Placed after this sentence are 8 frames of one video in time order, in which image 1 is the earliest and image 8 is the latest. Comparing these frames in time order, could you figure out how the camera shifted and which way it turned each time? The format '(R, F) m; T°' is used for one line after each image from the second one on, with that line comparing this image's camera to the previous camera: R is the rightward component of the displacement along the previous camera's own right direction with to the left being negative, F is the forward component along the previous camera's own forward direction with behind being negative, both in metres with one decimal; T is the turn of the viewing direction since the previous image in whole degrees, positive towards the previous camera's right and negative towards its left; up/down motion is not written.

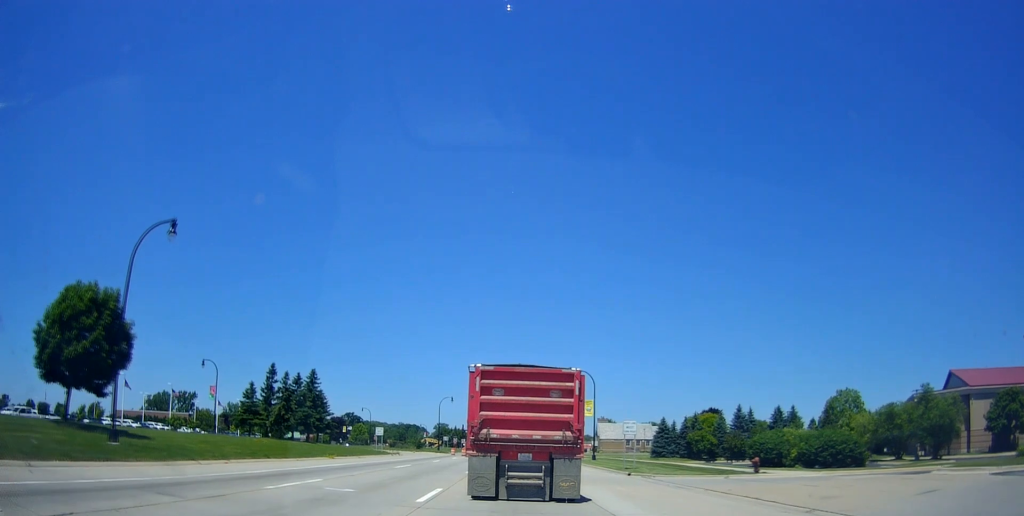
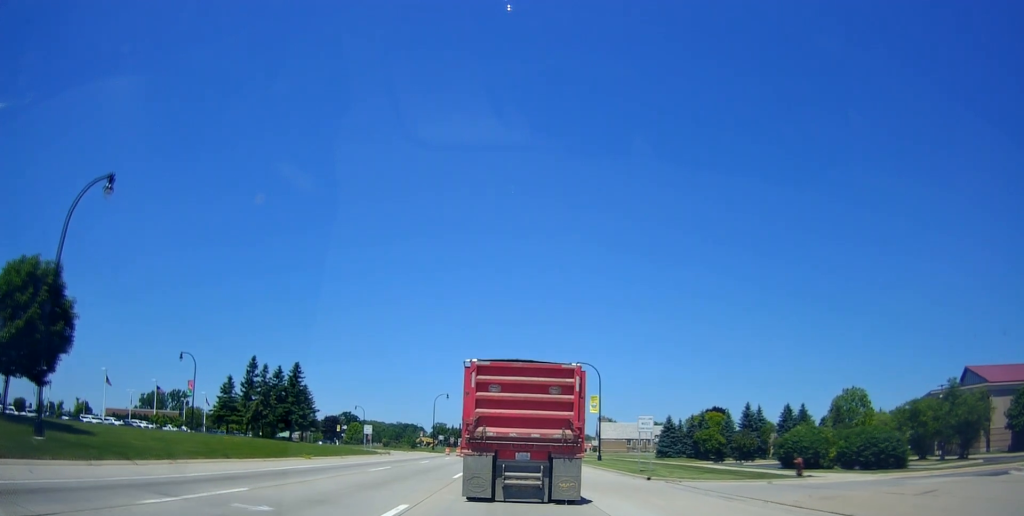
(+0.1, +5.4) m; +1°
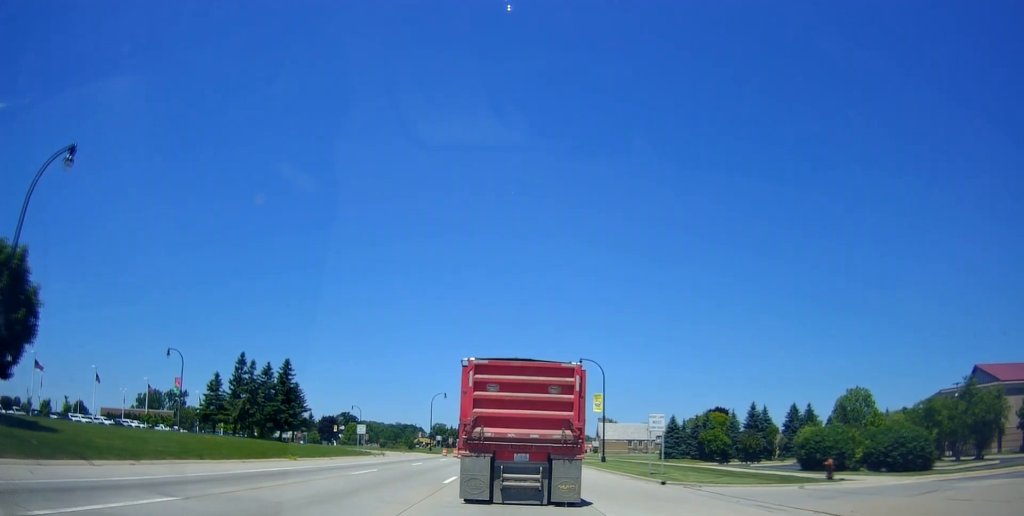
(0.0, +3.0) m; 0°
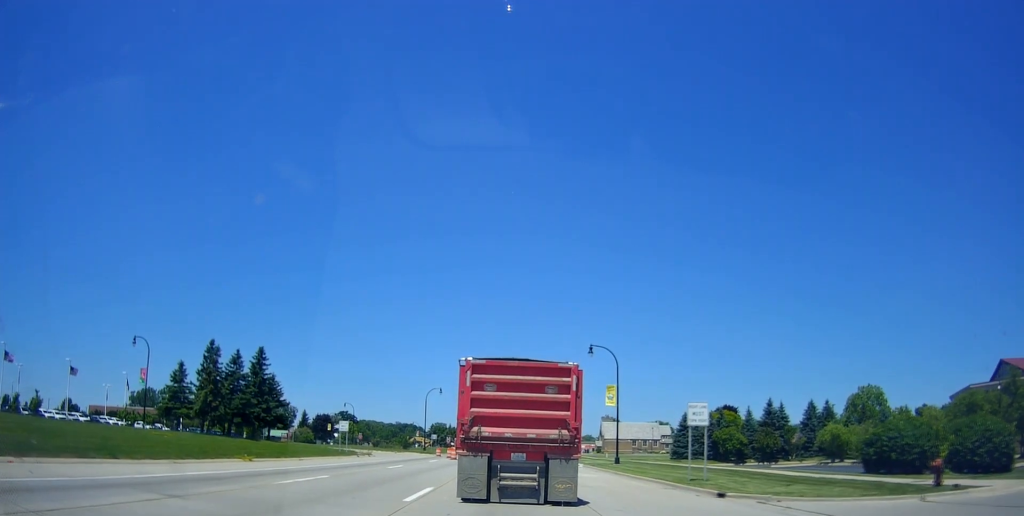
(0.0, +7.8) m; 0°
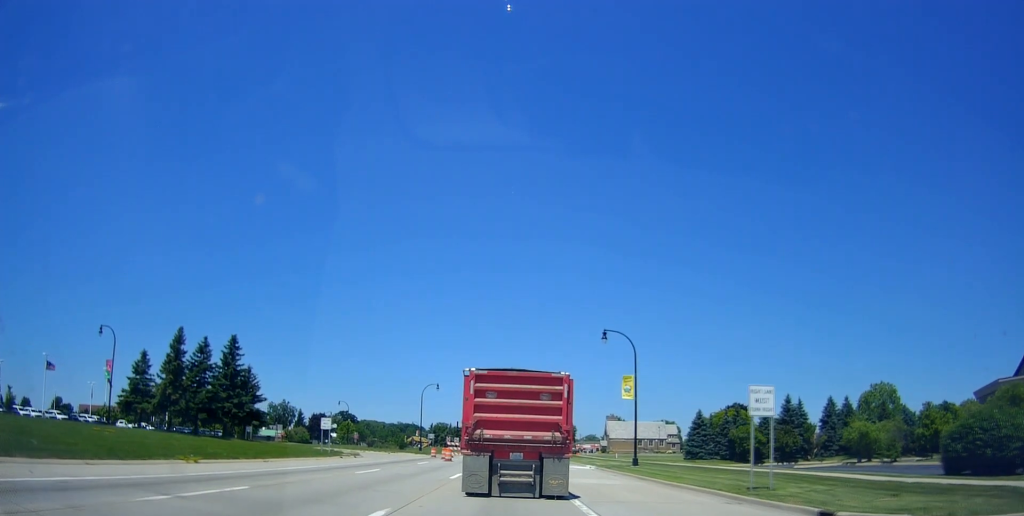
(0.0, +6.8) m; 0°
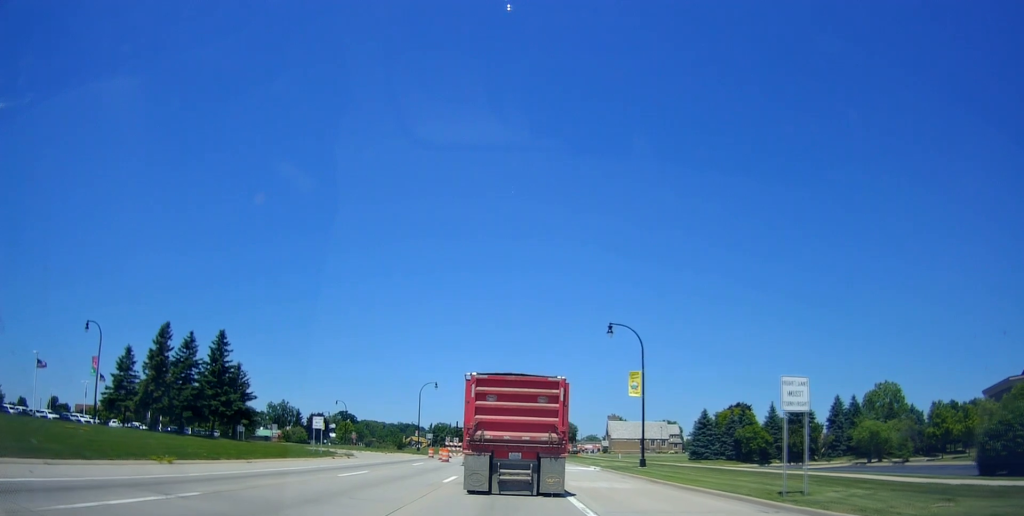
(0.0, +2.3) m; -2°
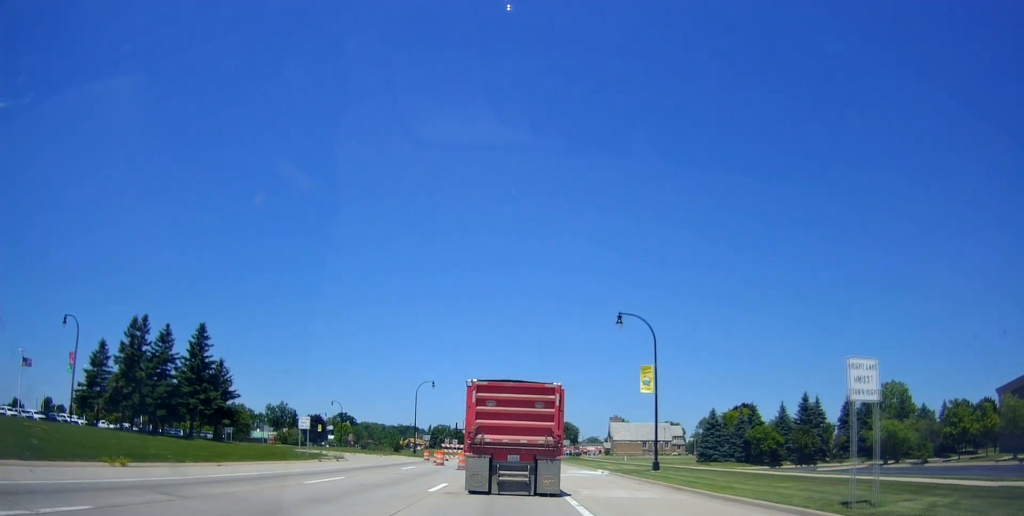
(0.0, +3.3) m; -4°
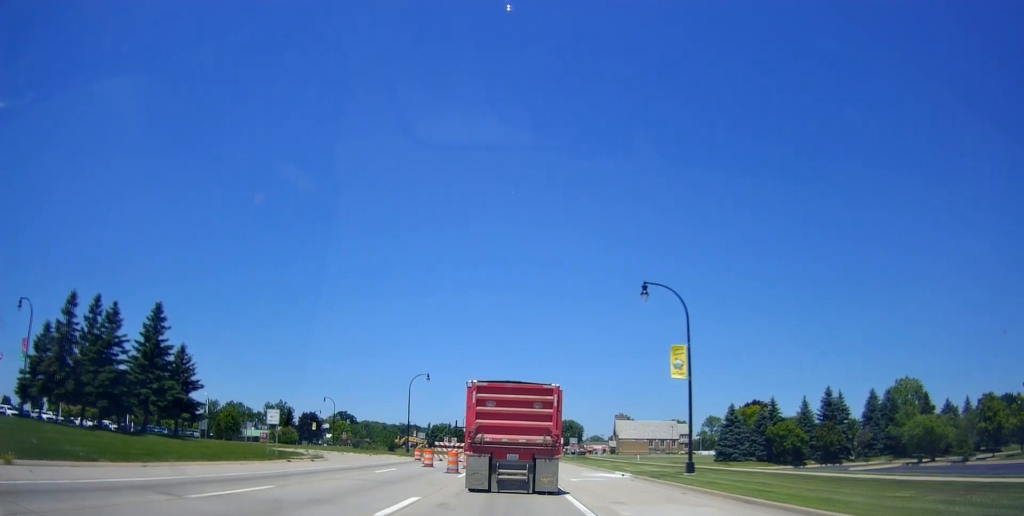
(-0.1, +6.1) m; +3°
